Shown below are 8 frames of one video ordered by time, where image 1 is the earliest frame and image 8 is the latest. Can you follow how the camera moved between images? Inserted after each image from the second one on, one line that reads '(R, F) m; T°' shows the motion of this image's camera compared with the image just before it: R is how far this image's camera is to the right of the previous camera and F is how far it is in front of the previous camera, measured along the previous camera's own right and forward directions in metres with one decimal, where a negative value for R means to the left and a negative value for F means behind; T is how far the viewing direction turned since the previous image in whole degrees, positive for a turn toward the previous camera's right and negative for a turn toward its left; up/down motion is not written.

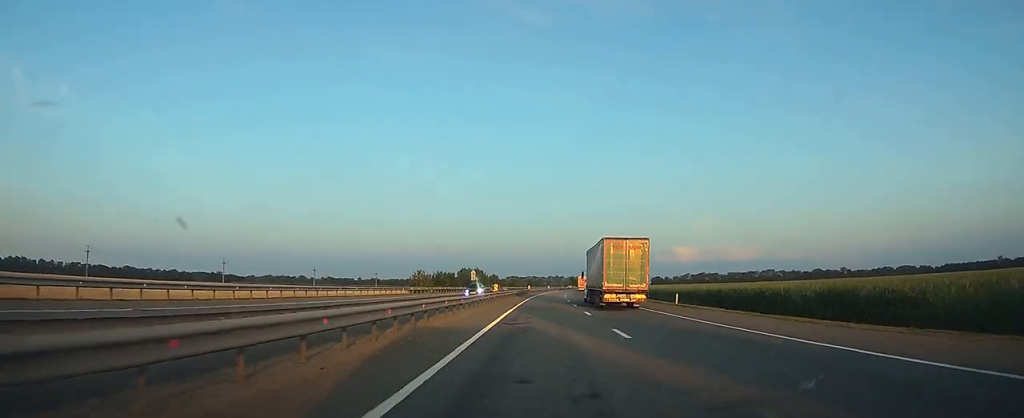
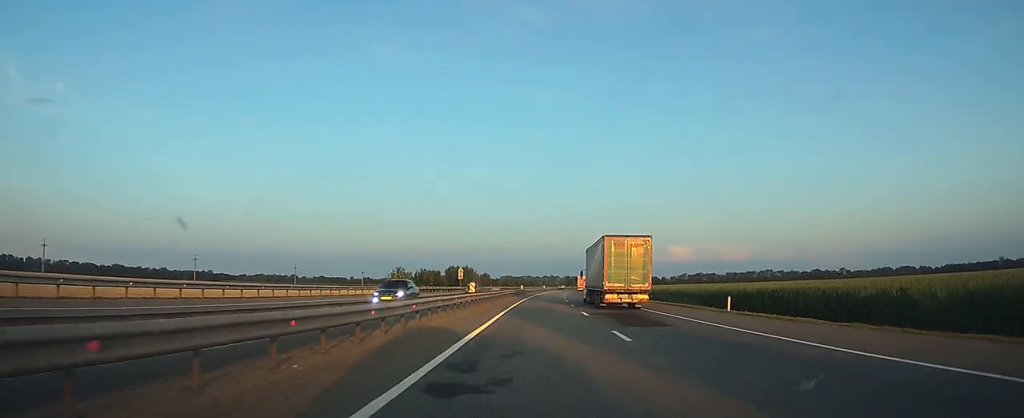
(0.0, +12.6) m; +1°
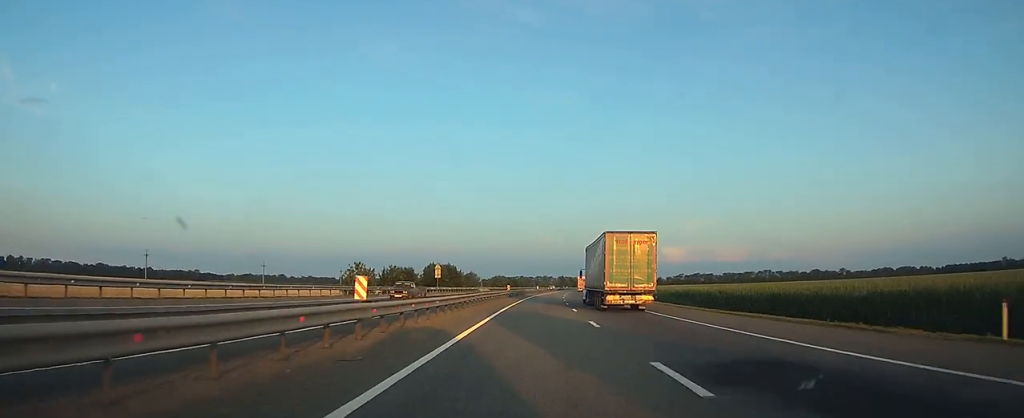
(+0.2, +19.0) m; +1°
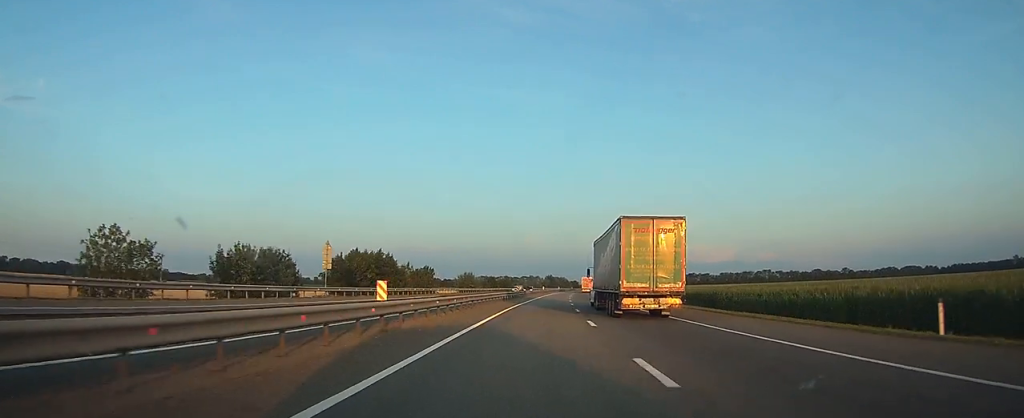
(+0.6, +46.5) m; +1°
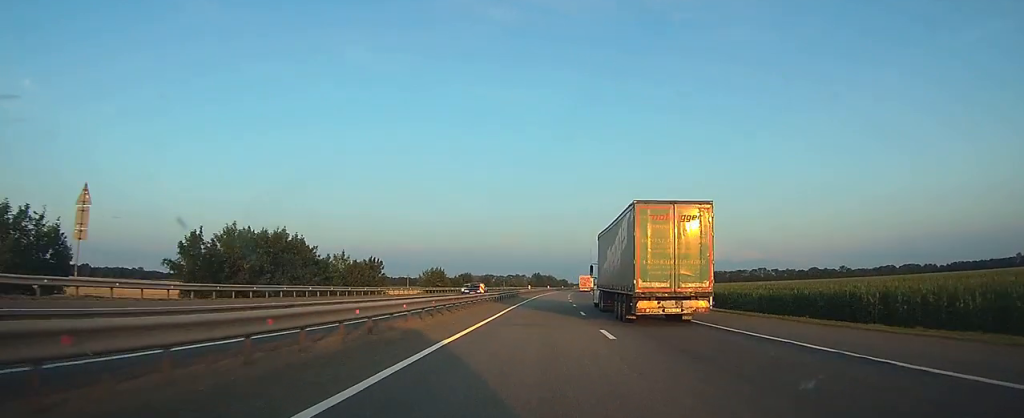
(+0.2, +28.6) m; +1°
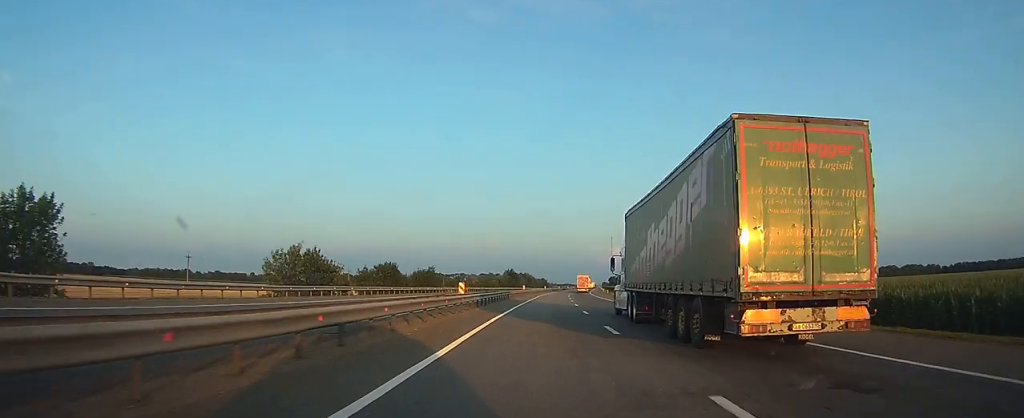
(+0.9, +58.0) m; +2°
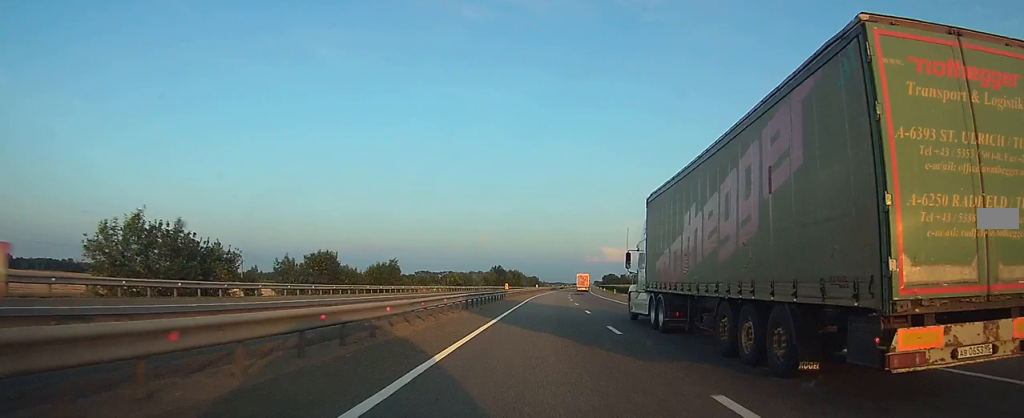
(+0.2, +23.6) m; +1°
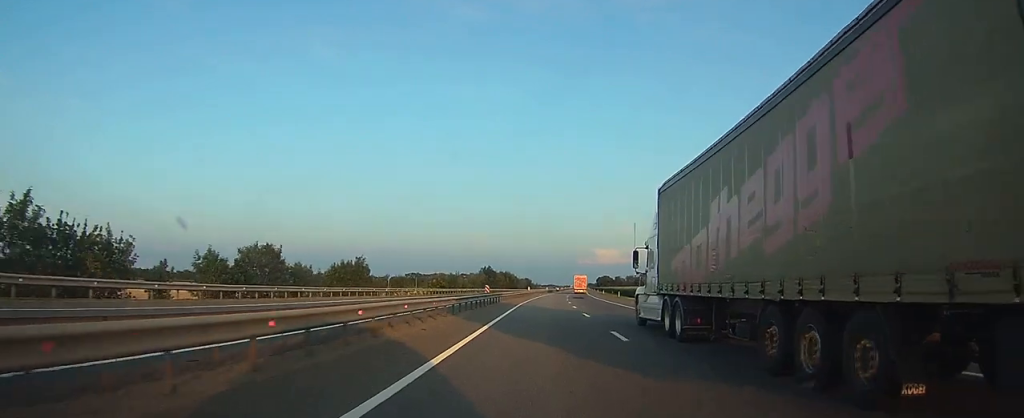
(0.0, +13.3) m; +1°
